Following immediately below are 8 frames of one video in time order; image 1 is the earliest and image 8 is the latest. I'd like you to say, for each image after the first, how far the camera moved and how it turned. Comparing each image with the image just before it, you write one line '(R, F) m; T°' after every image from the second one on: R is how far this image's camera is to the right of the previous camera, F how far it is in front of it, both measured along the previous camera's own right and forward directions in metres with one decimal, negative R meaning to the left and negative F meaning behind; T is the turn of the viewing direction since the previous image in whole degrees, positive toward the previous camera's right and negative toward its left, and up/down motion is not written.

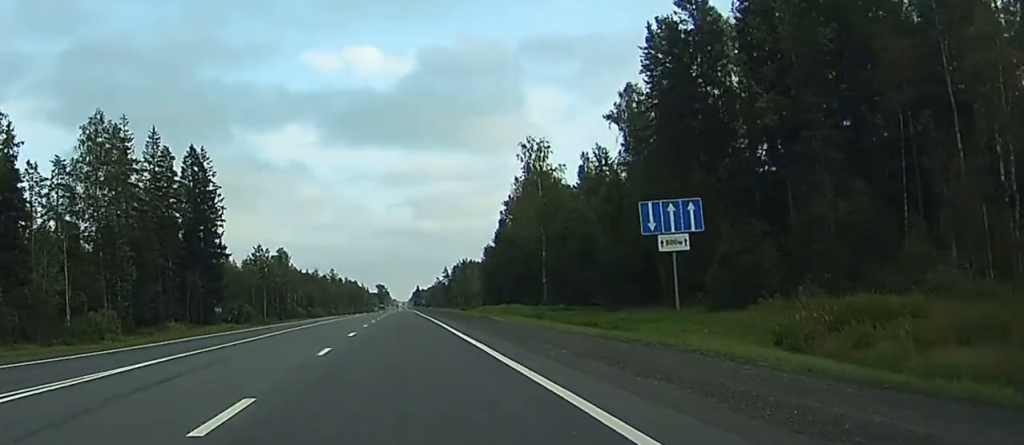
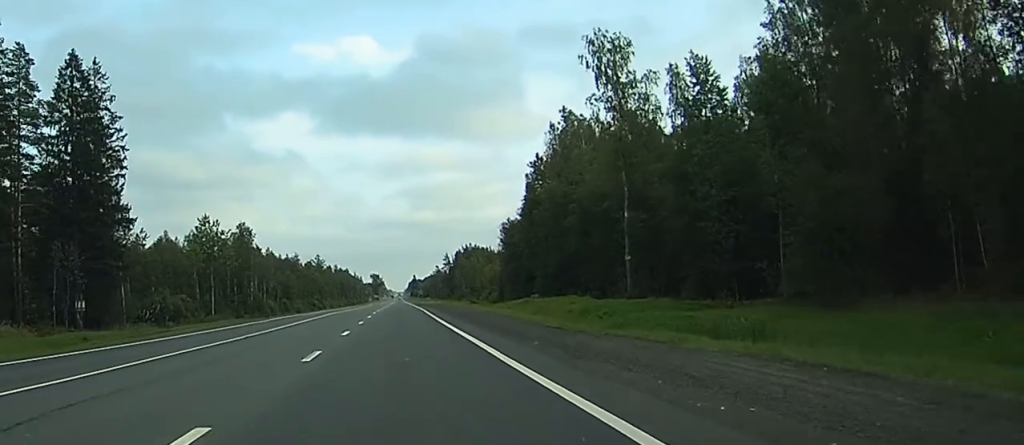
(0.0, +50.0) m; 0°
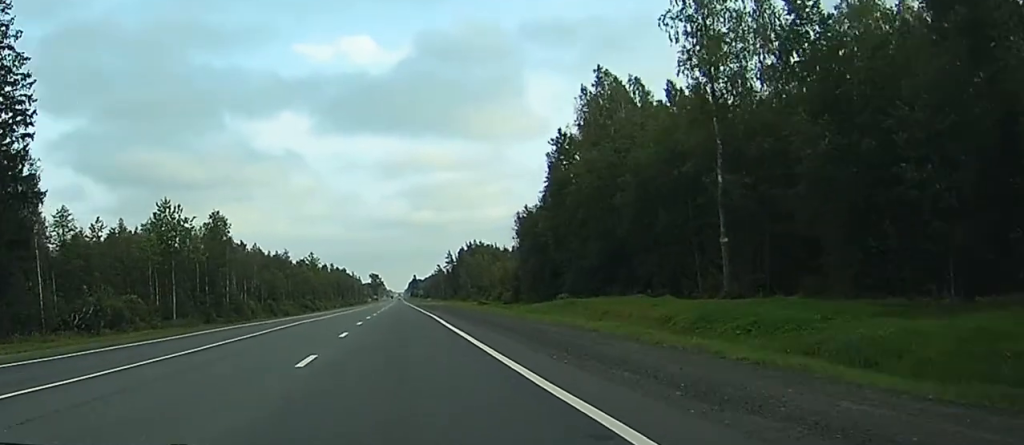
(+0.1, +24.5) m; 0°
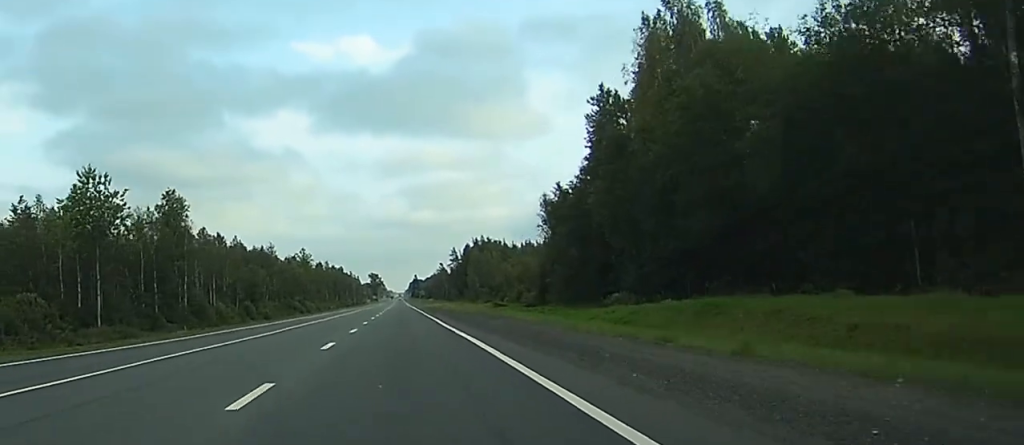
(-0.3, +30.1) m; 0°
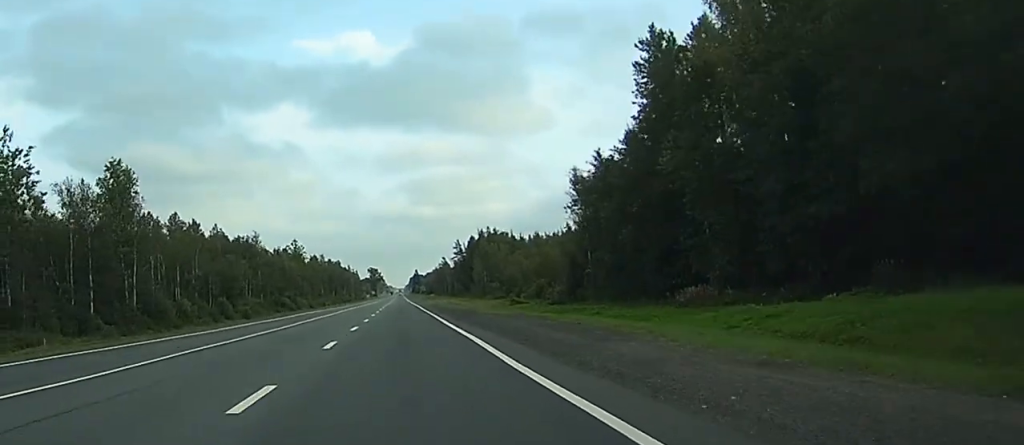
(0.0, +23.9) m; +1°
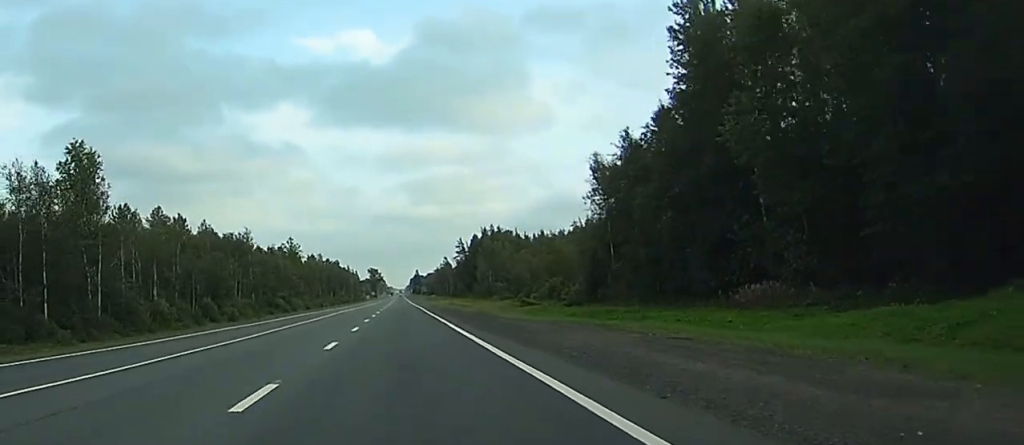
(+0.2, +12.0) m; 0°
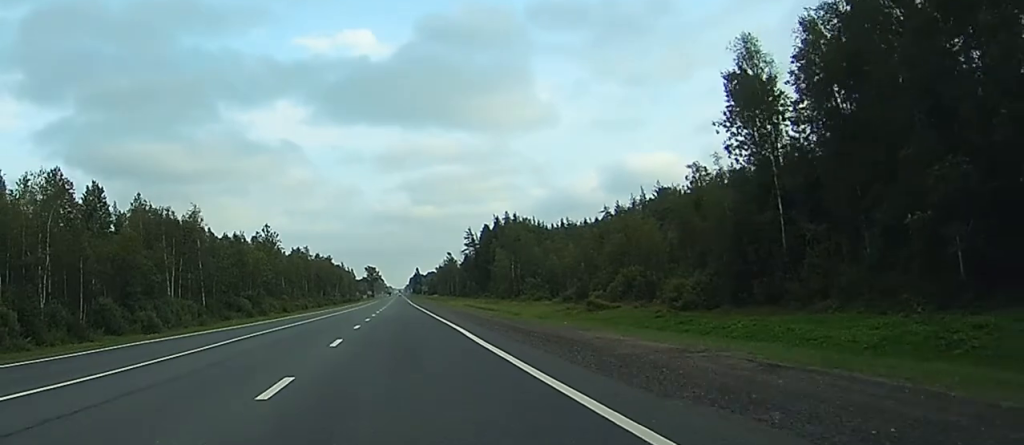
(+0.1, +46.6) m; 0°
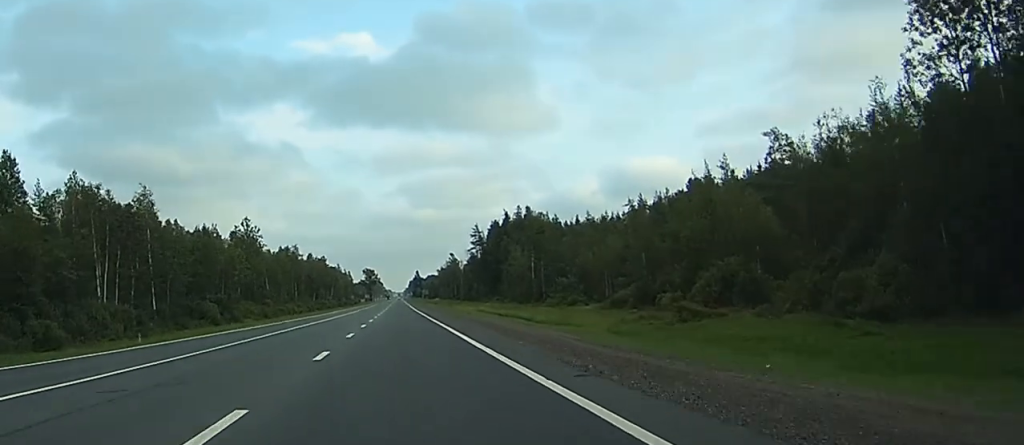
(0.0, +28.1) m; 0°
